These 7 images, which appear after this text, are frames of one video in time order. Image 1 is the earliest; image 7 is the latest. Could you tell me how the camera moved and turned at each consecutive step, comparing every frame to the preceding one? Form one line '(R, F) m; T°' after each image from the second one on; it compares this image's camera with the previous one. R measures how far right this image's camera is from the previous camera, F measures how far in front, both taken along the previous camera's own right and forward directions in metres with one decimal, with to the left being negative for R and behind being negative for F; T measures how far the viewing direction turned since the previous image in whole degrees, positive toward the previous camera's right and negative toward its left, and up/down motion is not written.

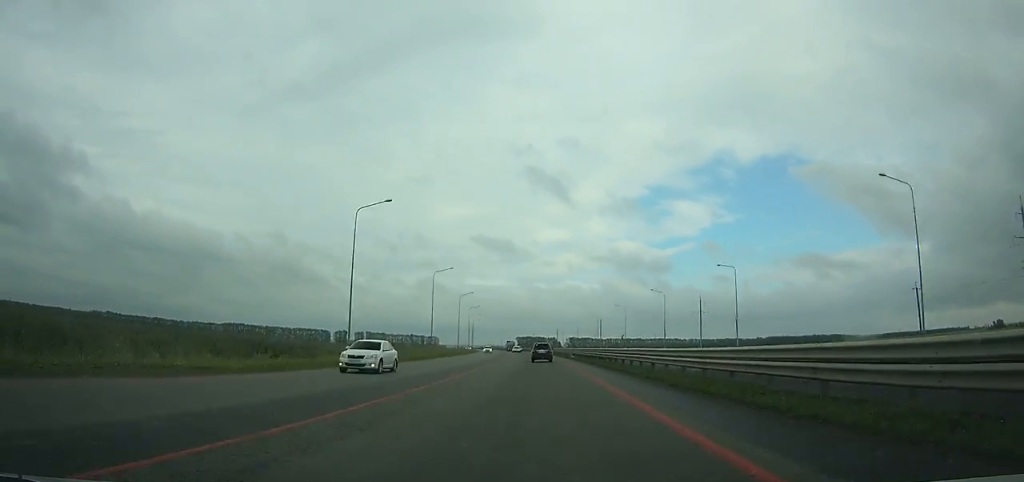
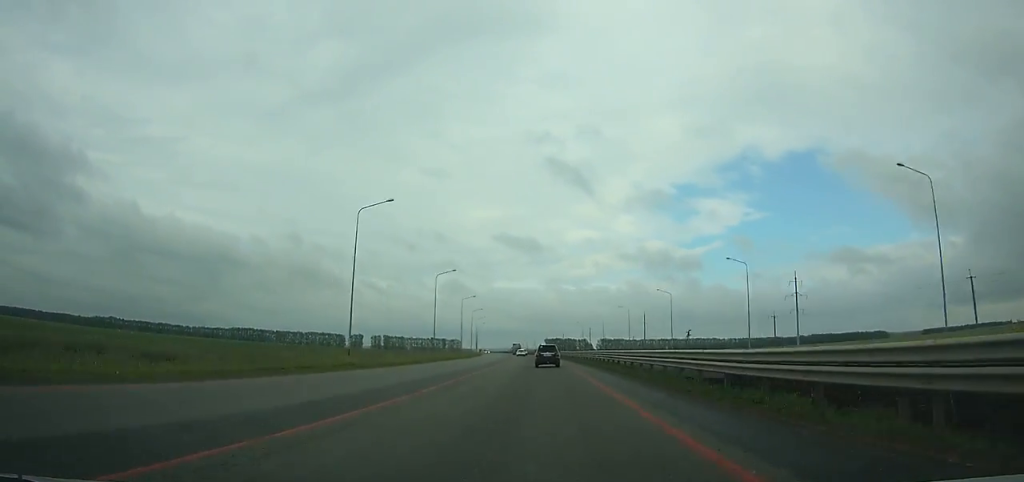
(-1.7, +70.7) m; -2°
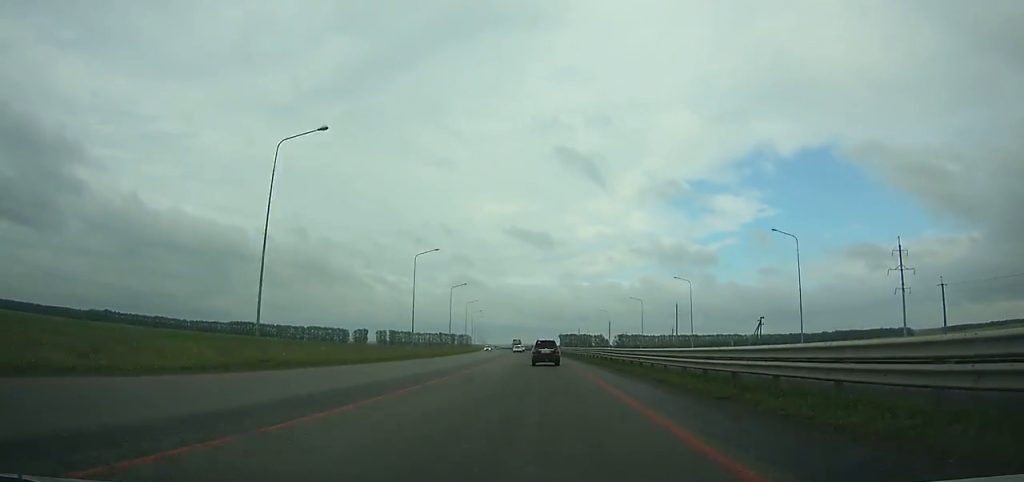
(-1.0, +47.5) m; -2°
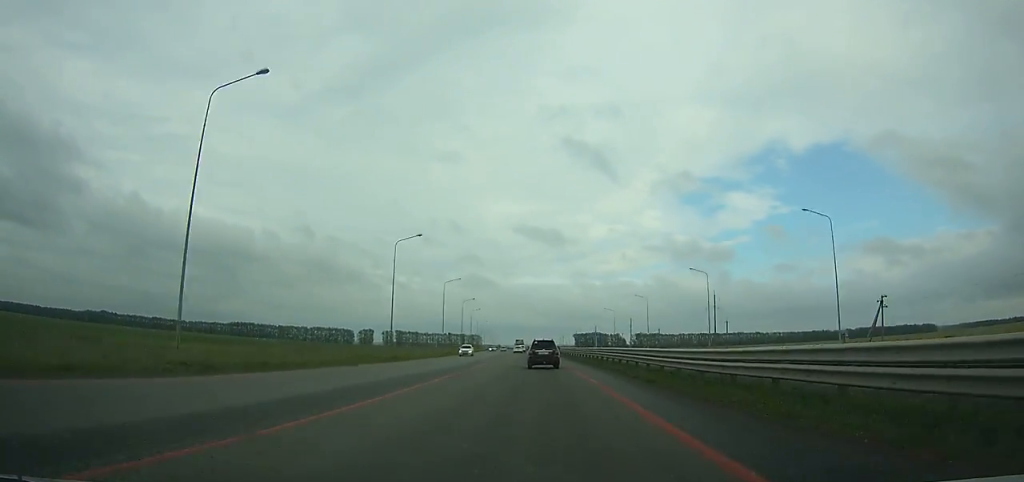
(+0.1, +41.9) m; -1°
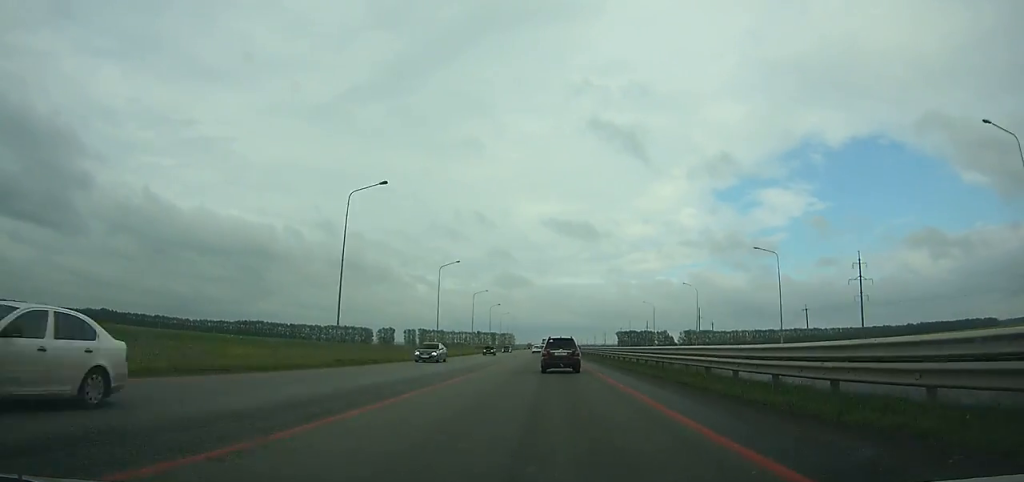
(-2.7, +87.4) m; -3°
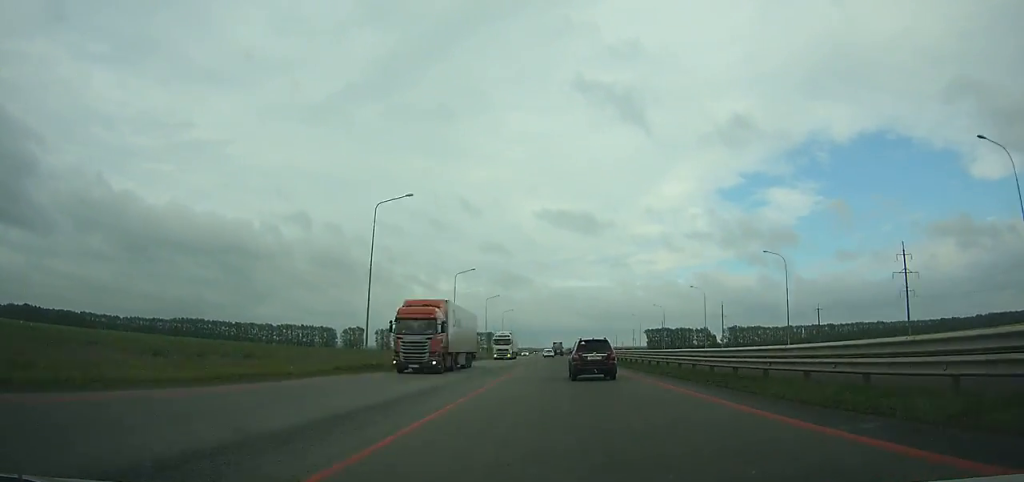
(-5.9, +173.8) m; -2°
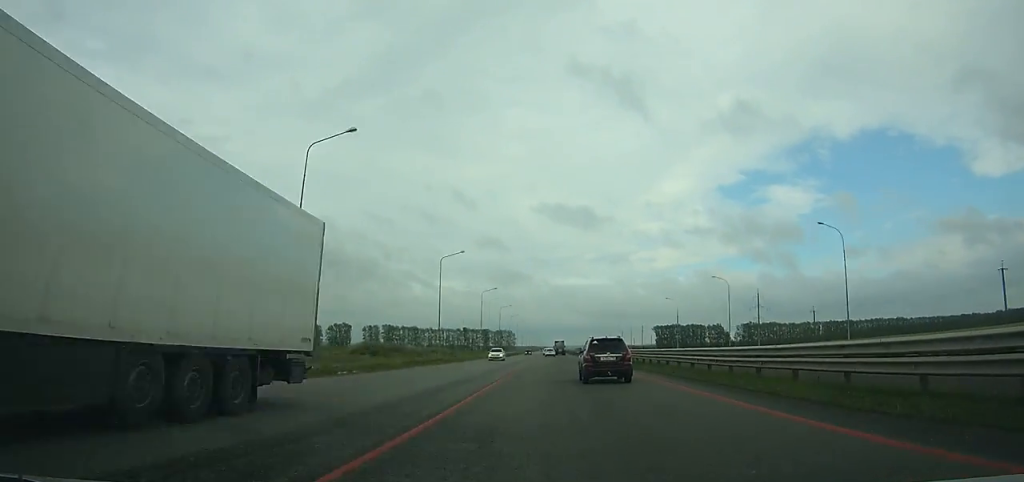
(+0.1, +45.7) m; 0°
